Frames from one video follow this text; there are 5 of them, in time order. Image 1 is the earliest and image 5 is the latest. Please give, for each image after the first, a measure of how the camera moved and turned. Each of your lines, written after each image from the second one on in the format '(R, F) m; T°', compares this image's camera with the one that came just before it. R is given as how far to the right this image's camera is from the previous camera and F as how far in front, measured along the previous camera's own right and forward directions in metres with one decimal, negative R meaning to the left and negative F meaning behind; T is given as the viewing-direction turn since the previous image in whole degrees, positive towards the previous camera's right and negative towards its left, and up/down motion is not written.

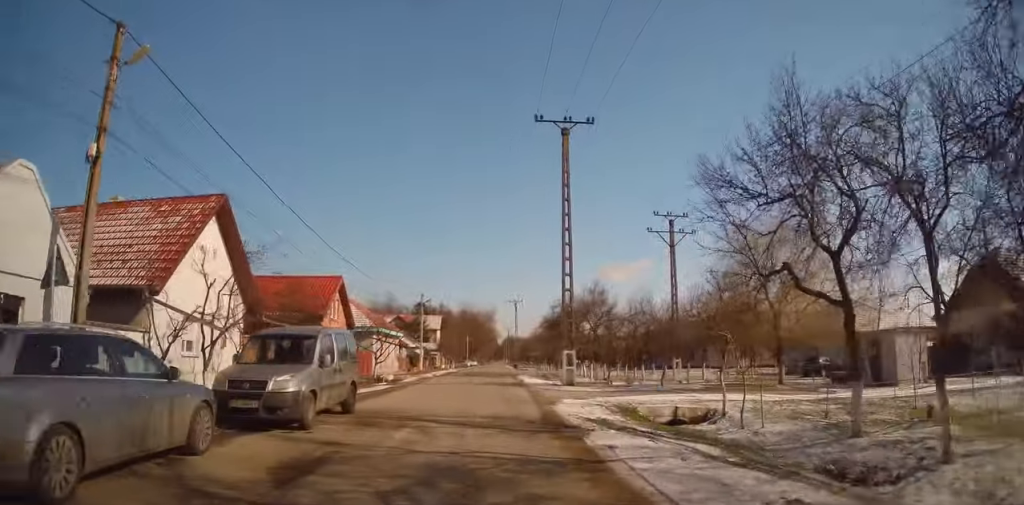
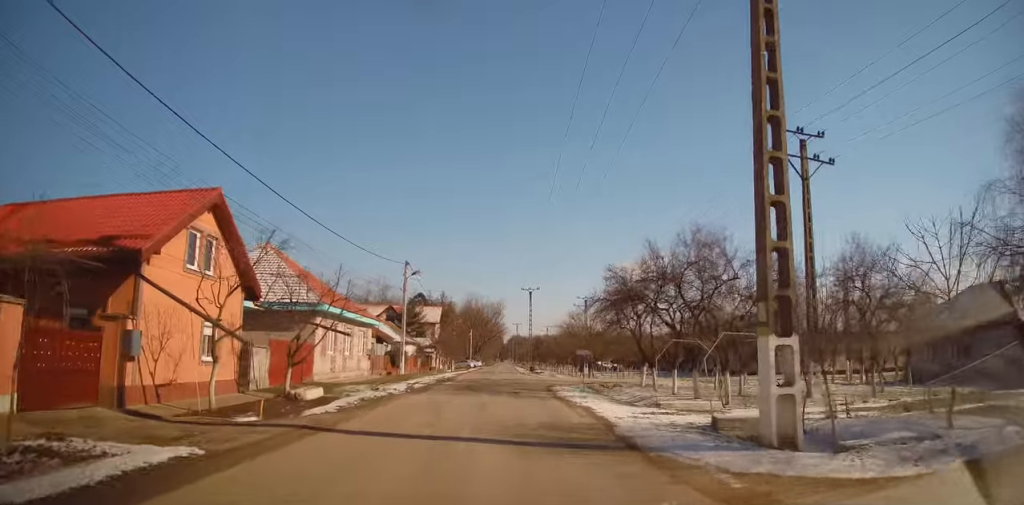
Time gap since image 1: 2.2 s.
(-0.7, +19.1) m; -2°
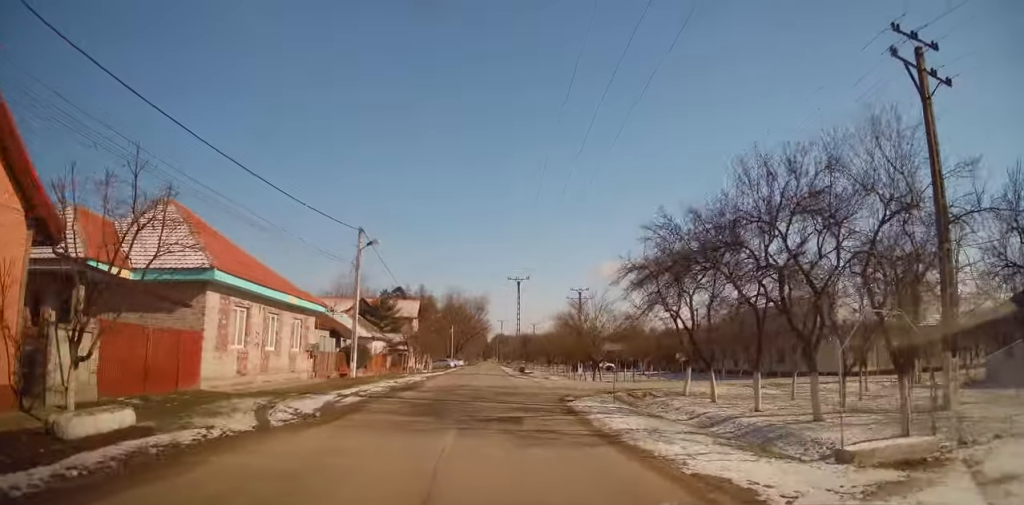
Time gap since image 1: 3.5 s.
(0.0, +9.7) m; 0°
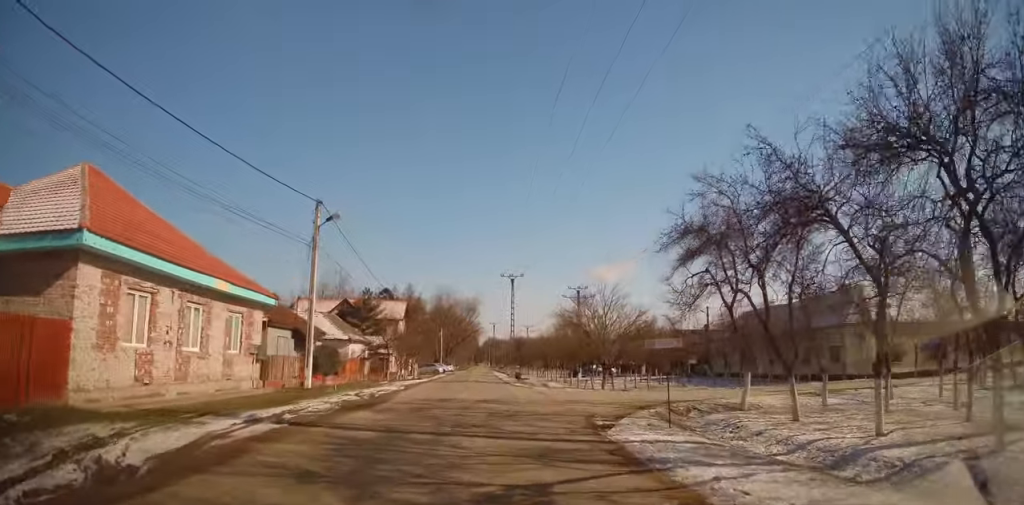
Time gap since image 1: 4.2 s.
(0.0, +5.7) m; +2°
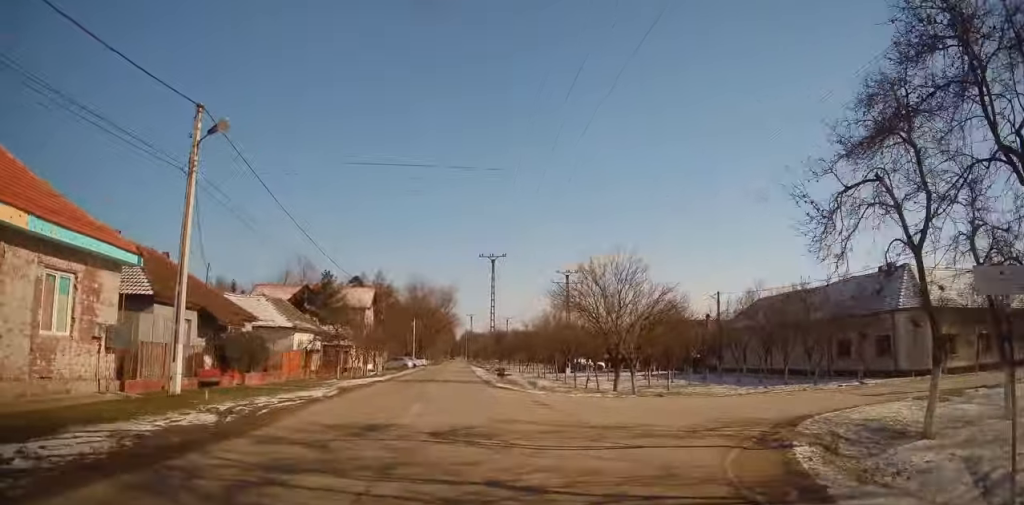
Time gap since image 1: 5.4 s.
(+0.4, +8.5) m; +5°
